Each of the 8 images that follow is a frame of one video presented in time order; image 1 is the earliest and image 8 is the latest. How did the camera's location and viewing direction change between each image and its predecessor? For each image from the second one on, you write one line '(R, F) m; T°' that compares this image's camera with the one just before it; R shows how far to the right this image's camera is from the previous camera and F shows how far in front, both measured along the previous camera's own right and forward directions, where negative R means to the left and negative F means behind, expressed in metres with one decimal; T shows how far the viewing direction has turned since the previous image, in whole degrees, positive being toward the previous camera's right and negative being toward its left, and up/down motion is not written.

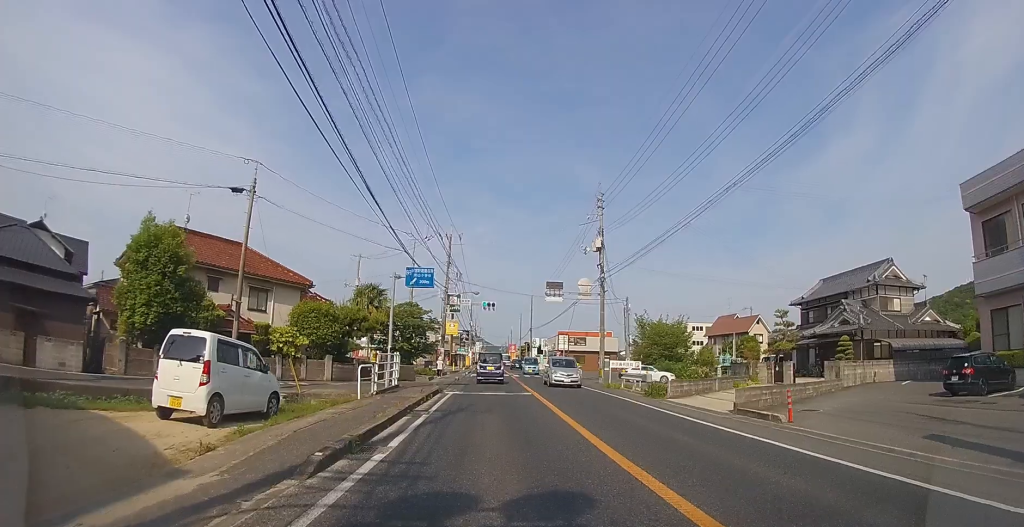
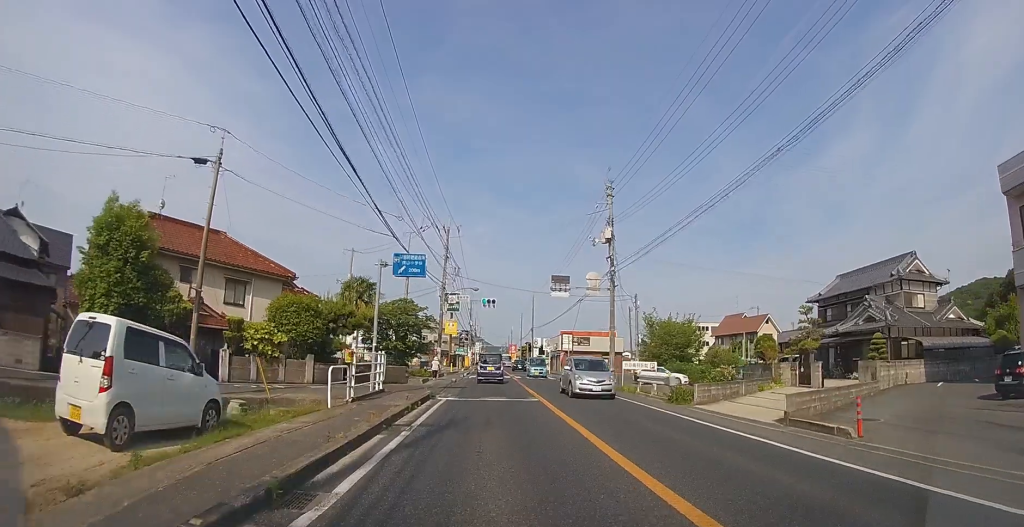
(0.0, +2.5) m; 0°
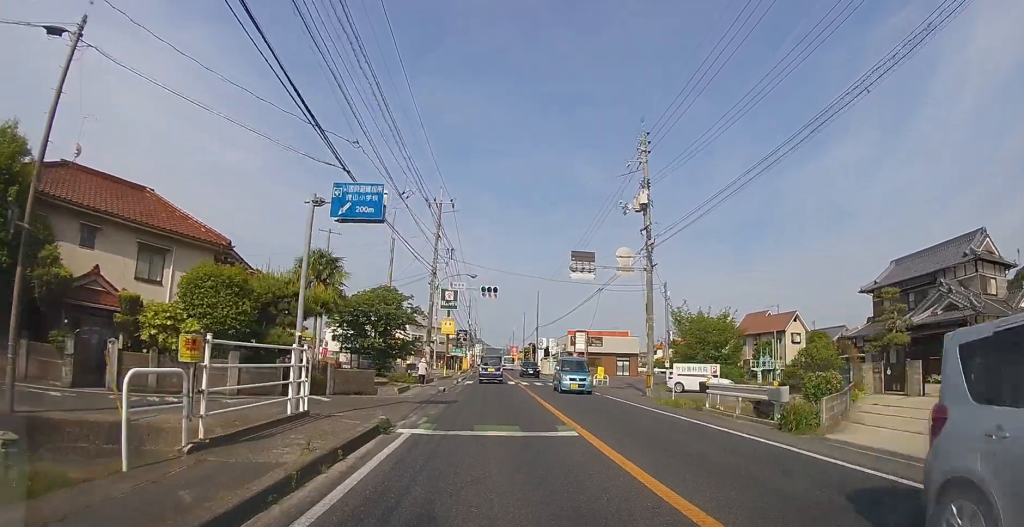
(0.0, +7.1) m; 0°
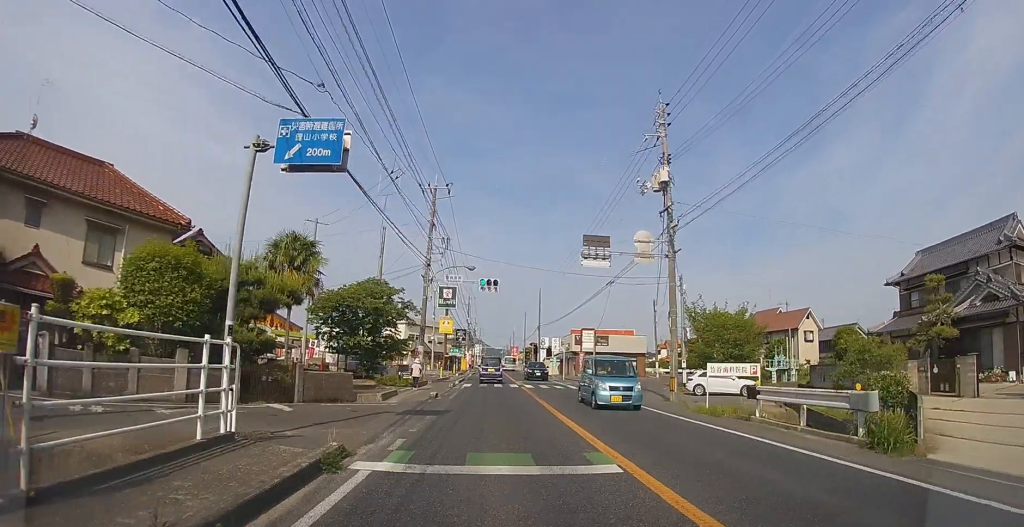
(0.0, +3.0) m; 0°
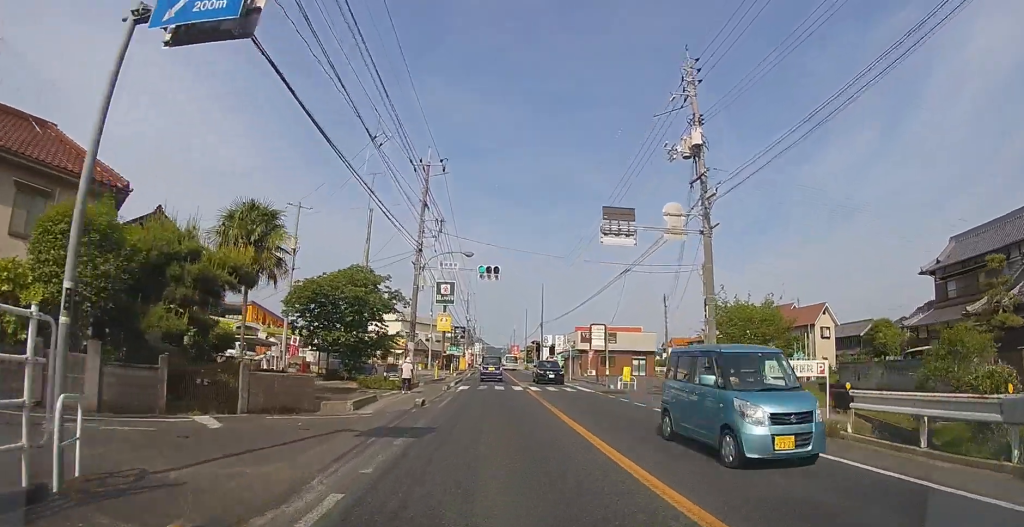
(0.0, +3.6) m; 0°
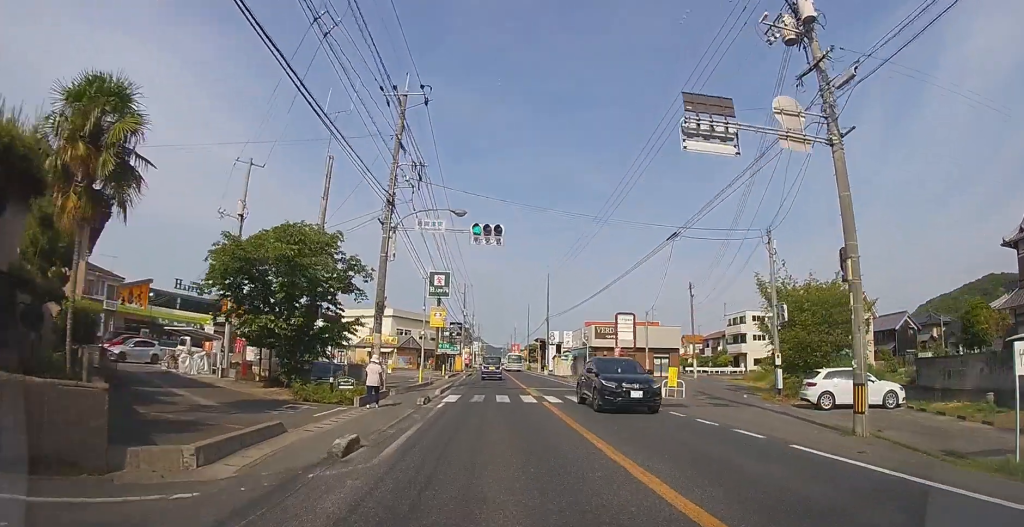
(0.0, +7.6) m; -1°
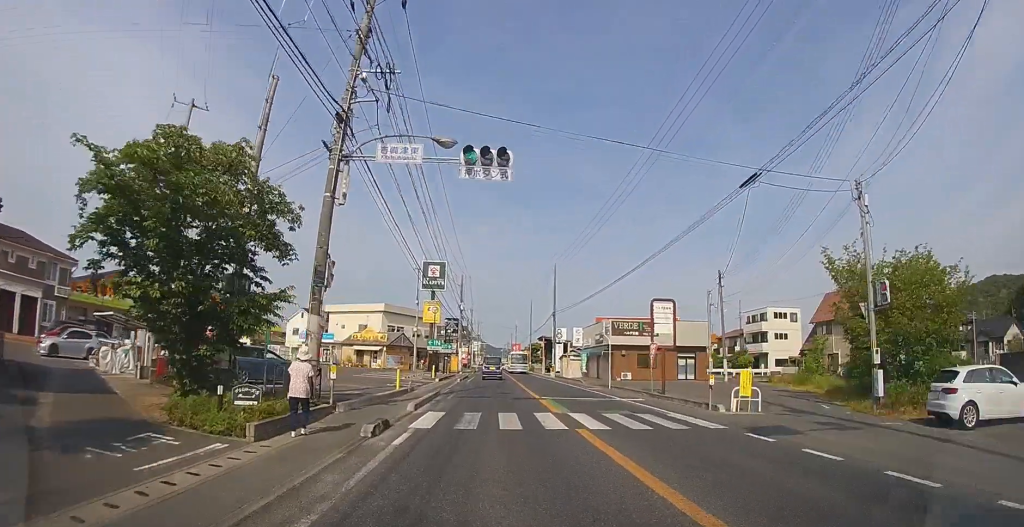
(-0.1, +6.4) m; -1°
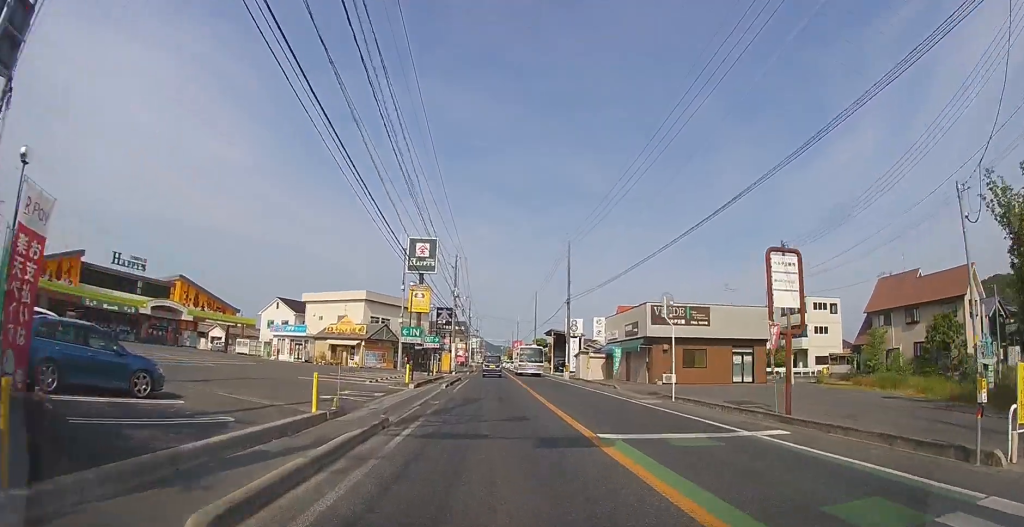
(0.0, +10.2) m; 0°
